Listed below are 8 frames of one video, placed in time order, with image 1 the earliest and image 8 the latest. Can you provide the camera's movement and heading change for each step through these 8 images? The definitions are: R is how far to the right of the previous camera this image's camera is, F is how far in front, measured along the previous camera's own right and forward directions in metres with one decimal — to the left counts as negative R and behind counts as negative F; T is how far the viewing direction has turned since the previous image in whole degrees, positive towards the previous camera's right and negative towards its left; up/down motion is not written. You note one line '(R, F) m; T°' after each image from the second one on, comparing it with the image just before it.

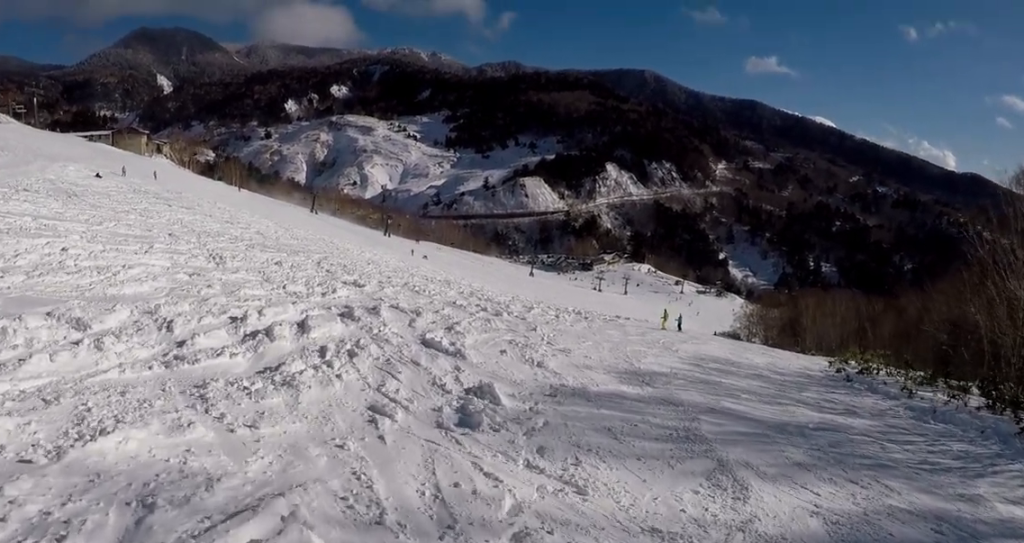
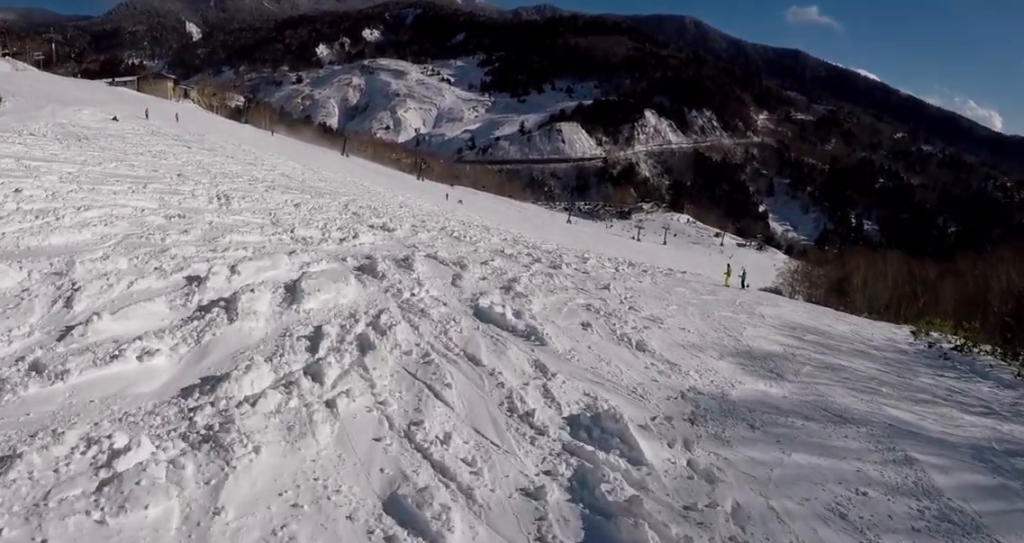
(+0.5, +5.6) m; +1°
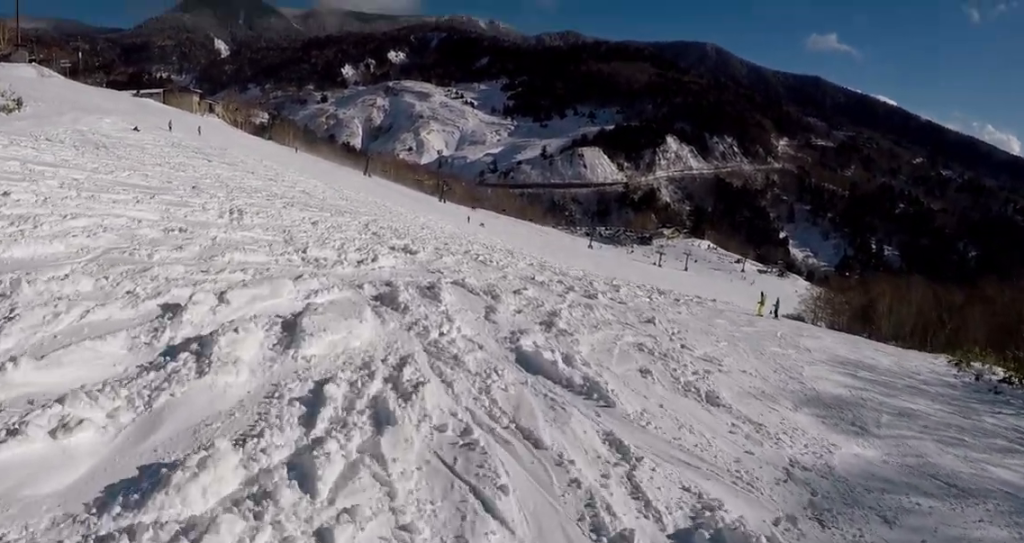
(-0.3, +2.0) m; 0°
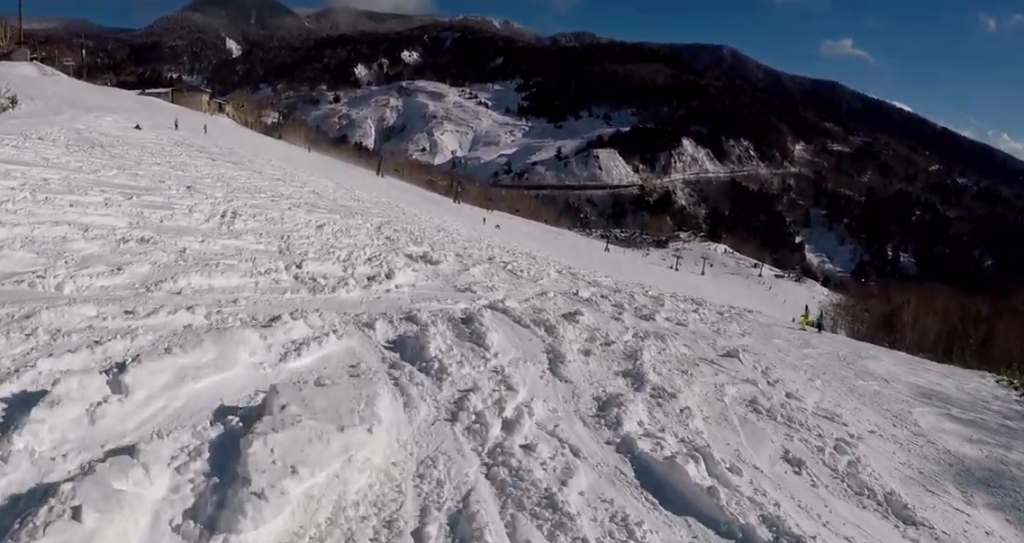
(-0.2, +3.5) m; 0°
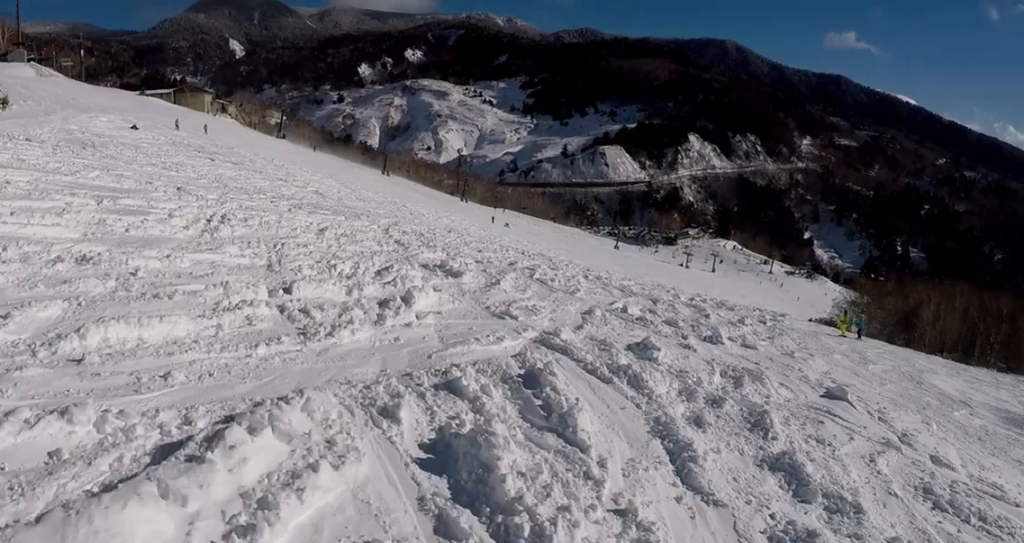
(+0.4, +3.1) m; 0°
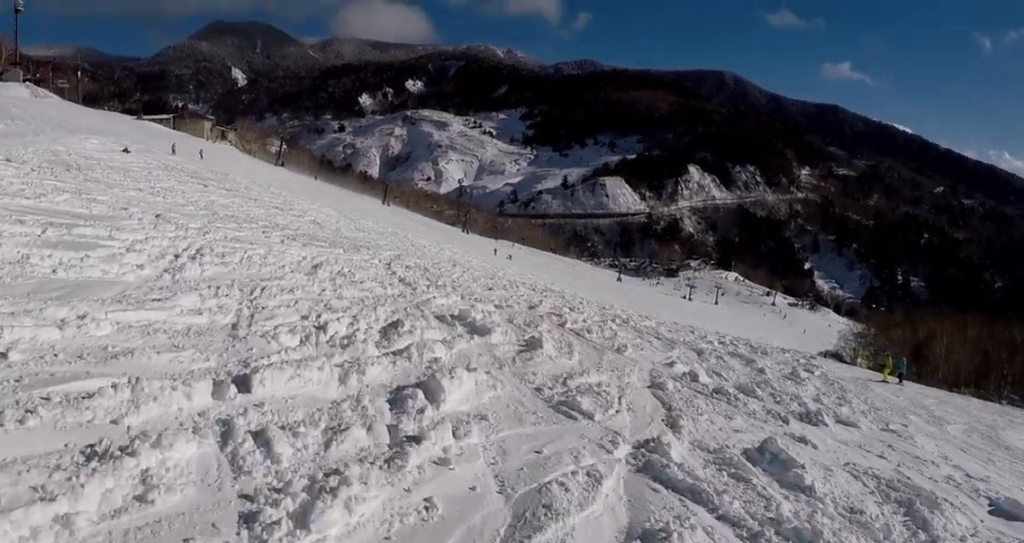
(-0.3, +4.1) m; -5°
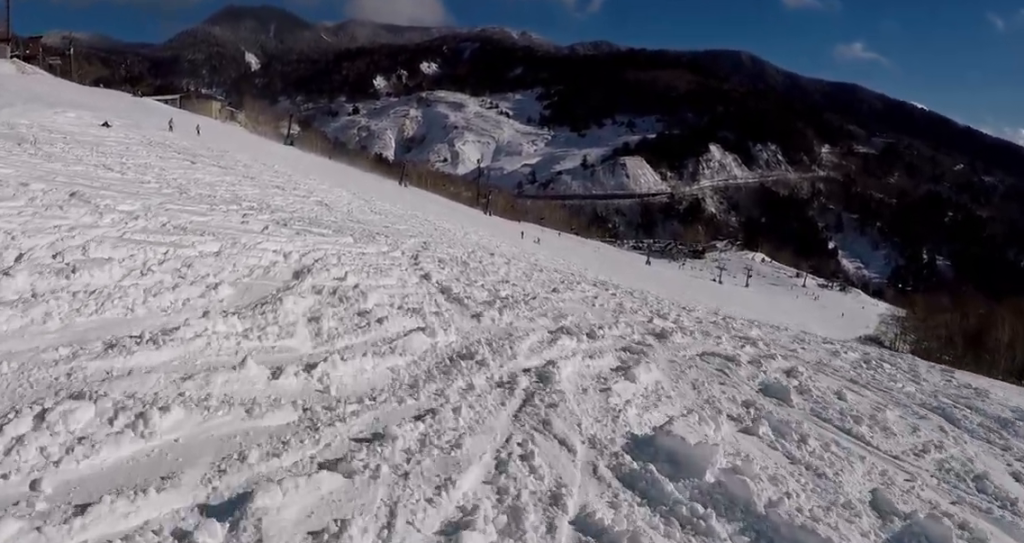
(-0.5, +10.8) m; -3°
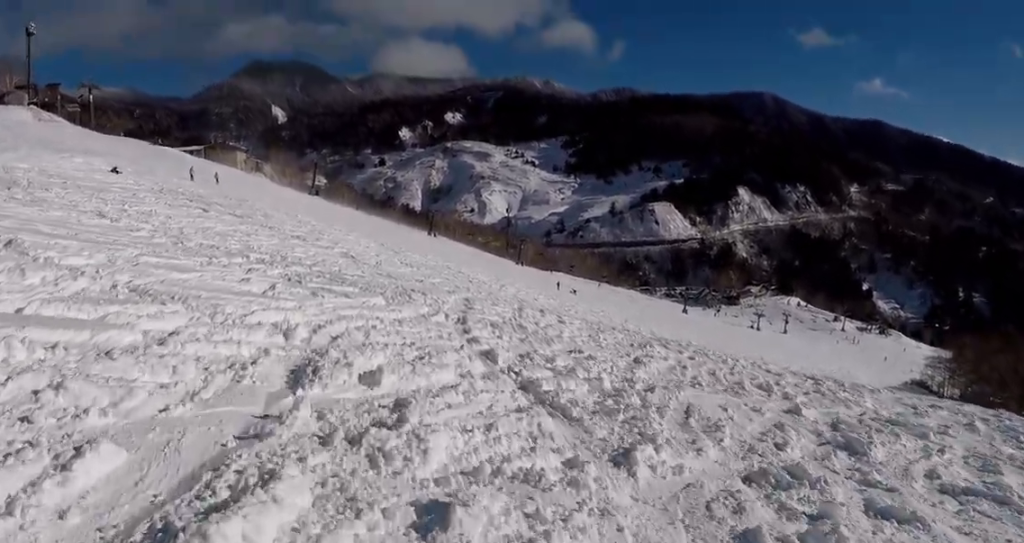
(0.0, +5.8) m; 0°
